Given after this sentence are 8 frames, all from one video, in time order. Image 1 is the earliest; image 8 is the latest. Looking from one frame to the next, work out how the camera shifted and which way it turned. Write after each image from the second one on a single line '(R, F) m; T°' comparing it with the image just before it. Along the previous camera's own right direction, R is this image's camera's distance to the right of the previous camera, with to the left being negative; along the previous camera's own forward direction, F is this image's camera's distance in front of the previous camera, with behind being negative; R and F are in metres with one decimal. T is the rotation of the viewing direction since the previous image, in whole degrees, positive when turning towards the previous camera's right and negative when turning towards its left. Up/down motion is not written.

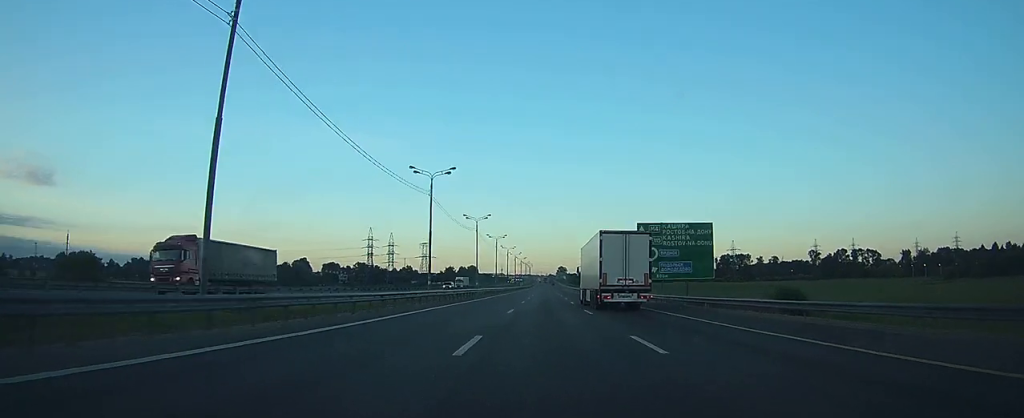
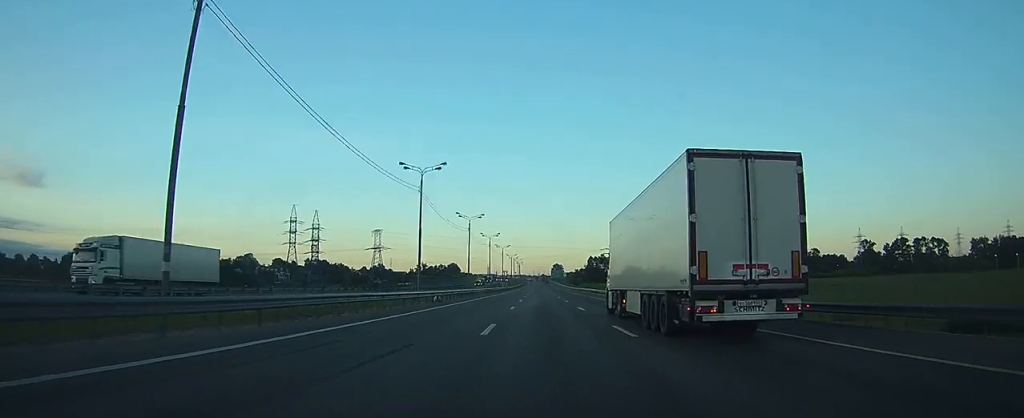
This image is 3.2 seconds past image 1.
(+0.5, +93.3) m; +1°
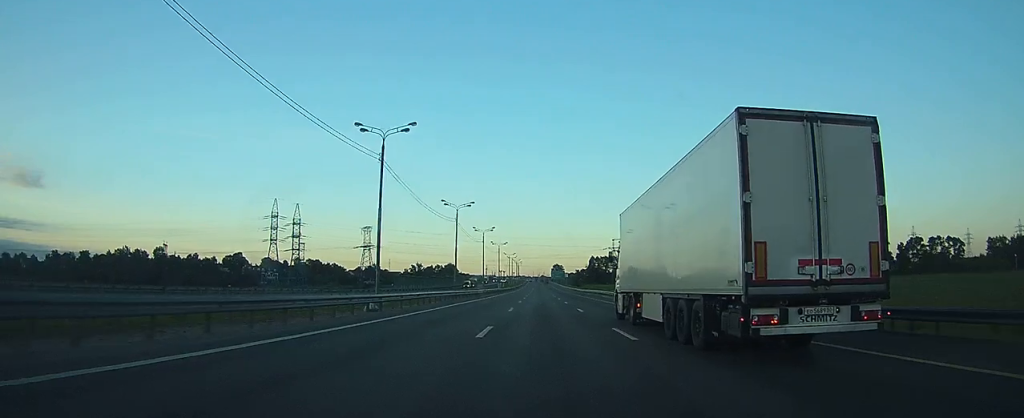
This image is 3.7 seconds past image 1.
(0.0, +17.5) m; 0°
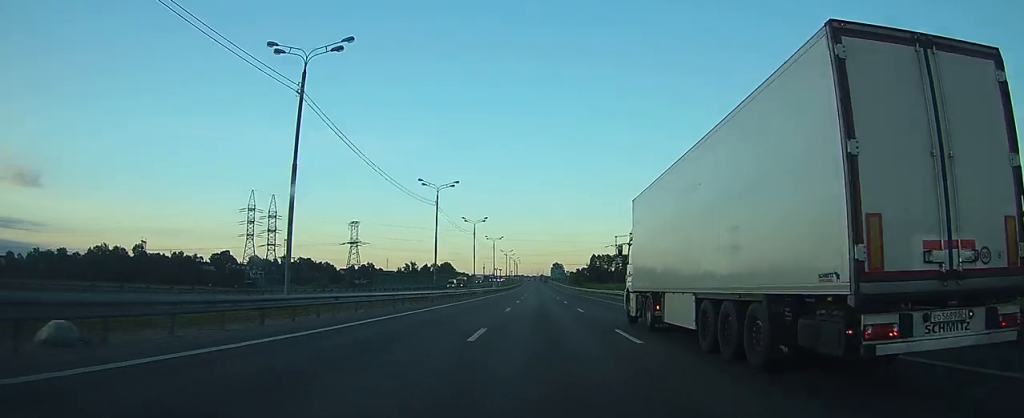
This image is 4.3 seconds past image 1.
(+0.1, +18.9) m; 0°
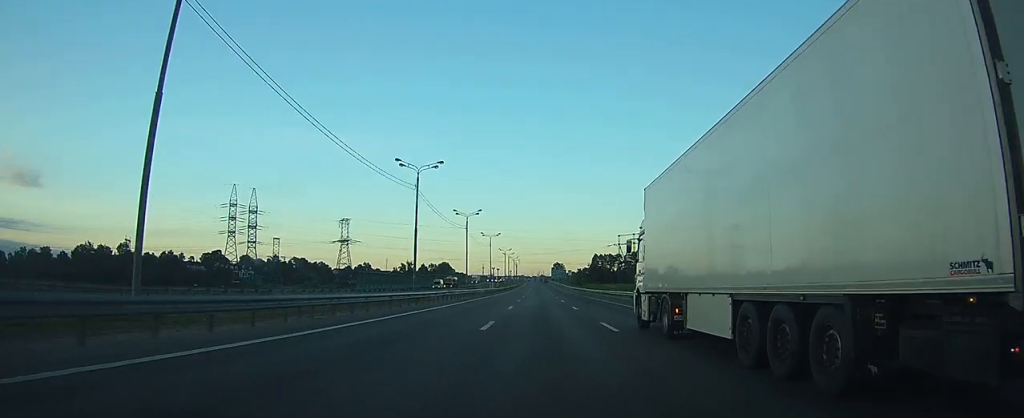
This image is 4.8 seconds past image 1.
(0.0, +13.7) m; 0°
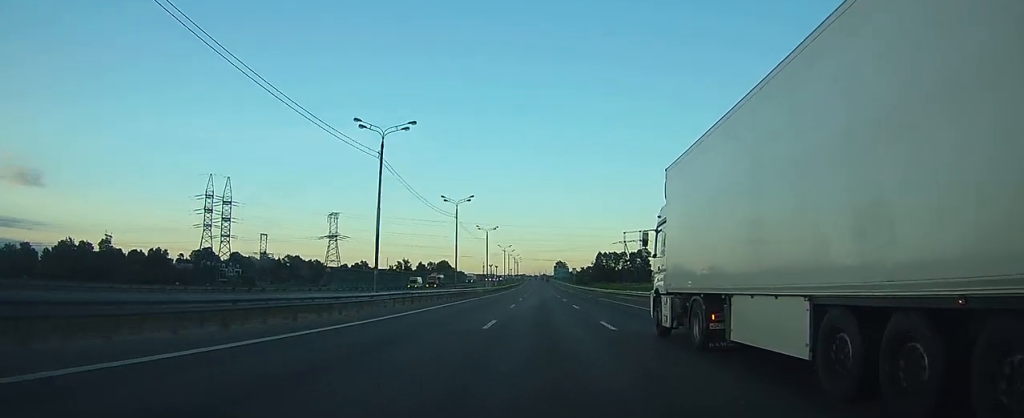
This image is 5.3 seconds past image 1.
(0.0, +17.0) m; 0°
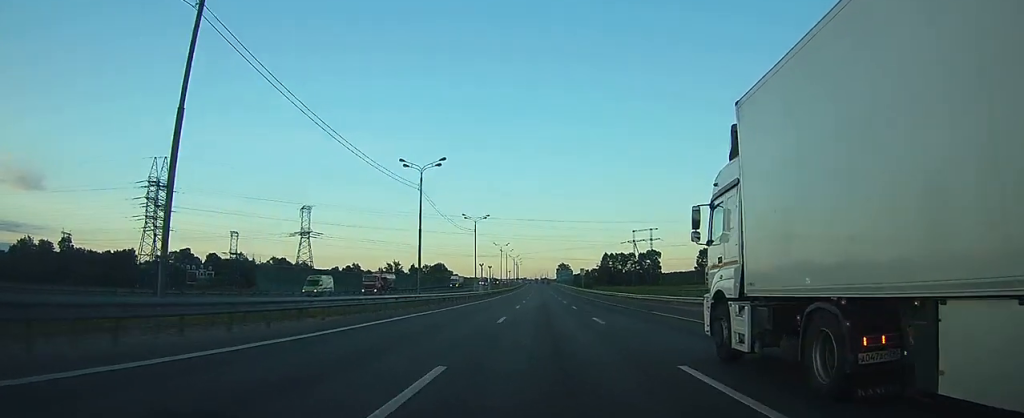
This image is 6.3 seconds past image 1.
(0.0, +31.5) m; 0°
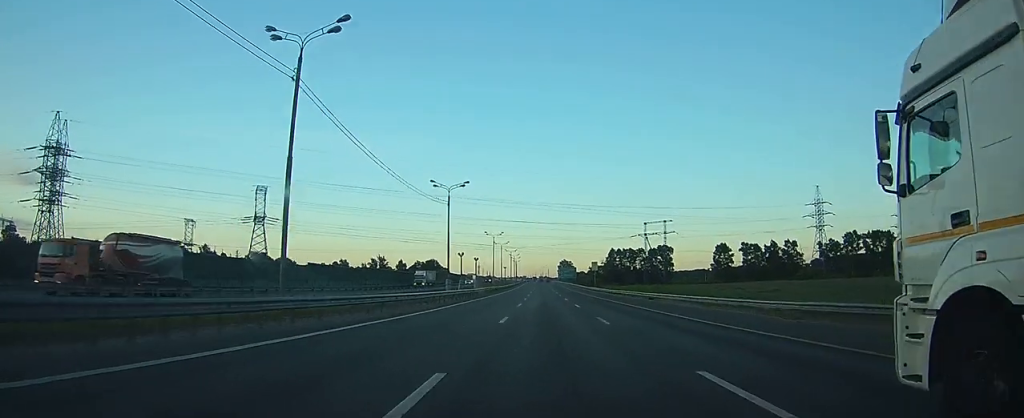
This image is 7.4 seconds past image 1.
(0.0, +38.4) m; 0°
